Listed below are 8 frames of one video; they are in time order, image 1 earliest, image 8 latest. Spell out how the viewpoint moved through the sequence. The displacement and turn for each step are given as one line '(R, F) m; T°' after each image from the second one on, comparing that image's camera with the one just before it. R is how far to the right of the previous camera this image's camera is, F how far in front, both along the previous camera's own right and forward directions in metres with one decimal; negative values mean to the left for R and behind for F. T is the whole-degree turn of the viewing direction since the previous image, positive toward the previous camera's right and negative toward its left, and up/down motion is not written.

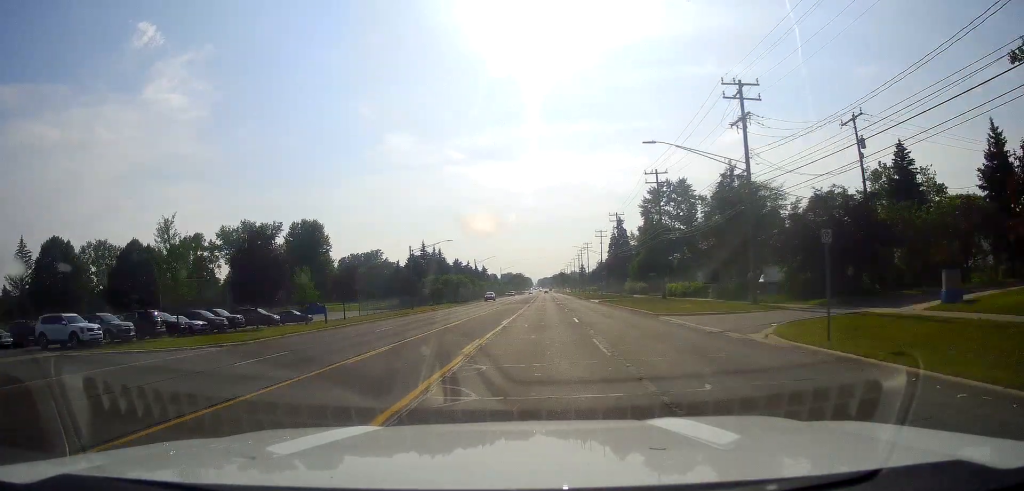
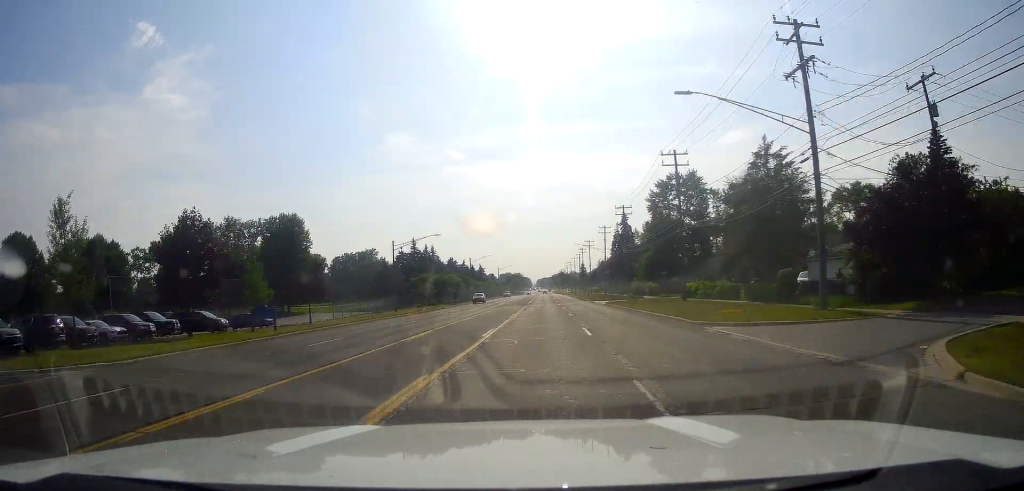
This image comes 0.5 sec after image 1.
(+0.2, +8.9) m; 0°
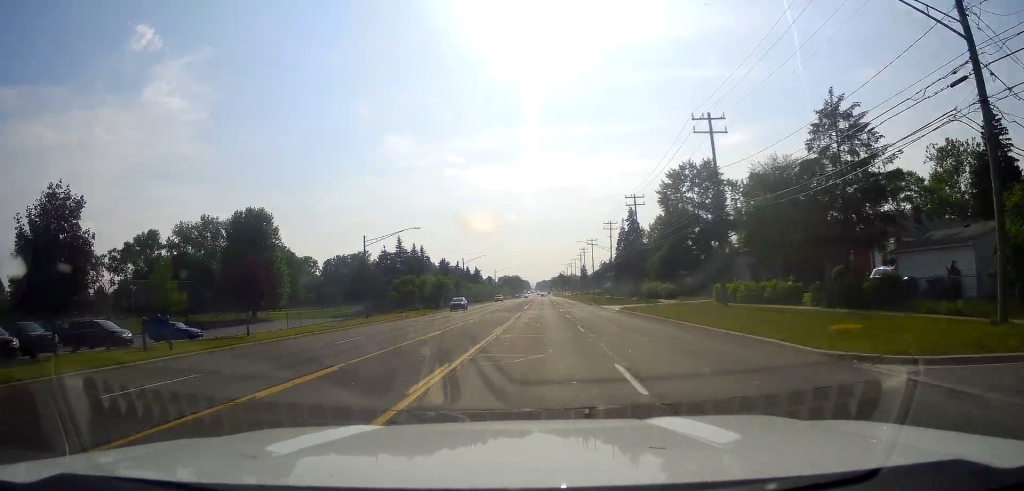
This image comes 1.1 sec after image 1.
(0.0, +11.6) m; 0°
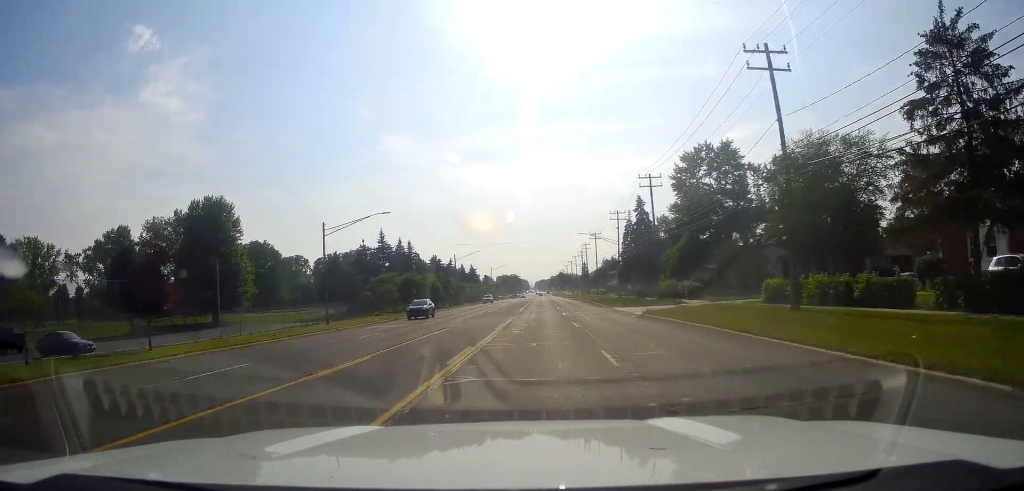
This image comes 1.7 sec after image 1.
(-0.2, +11.7) m; -1°
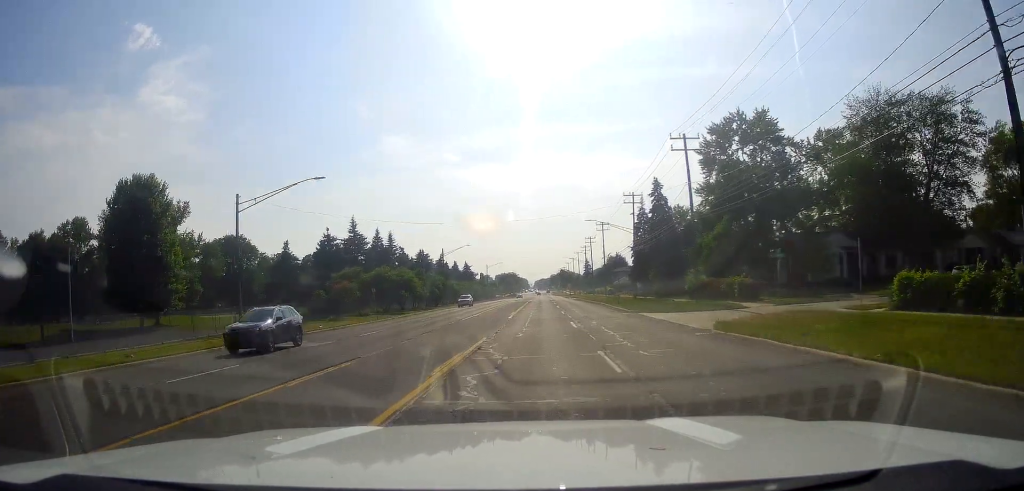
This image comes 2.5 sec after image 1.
(-0.1, +15.8) m; 0°
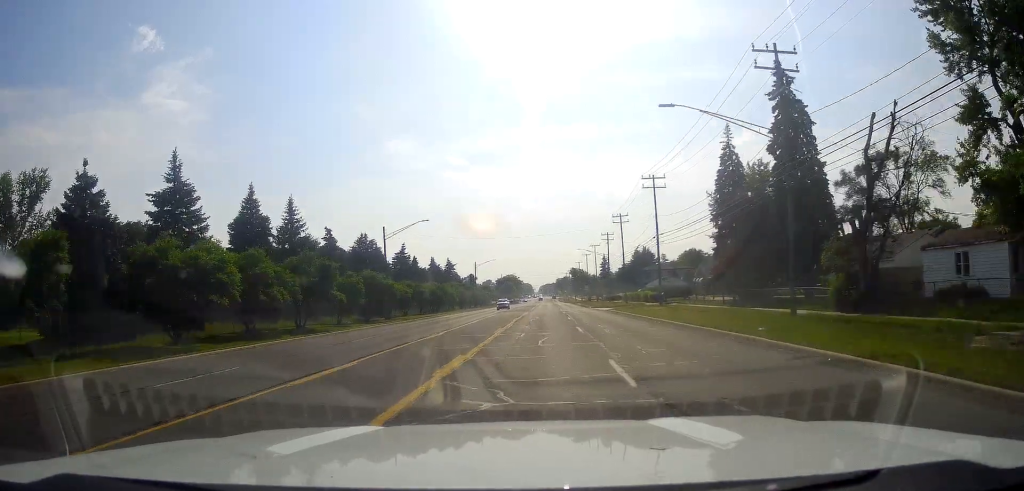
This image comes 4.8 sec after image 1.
(+1.1, +46.8) m; +3°
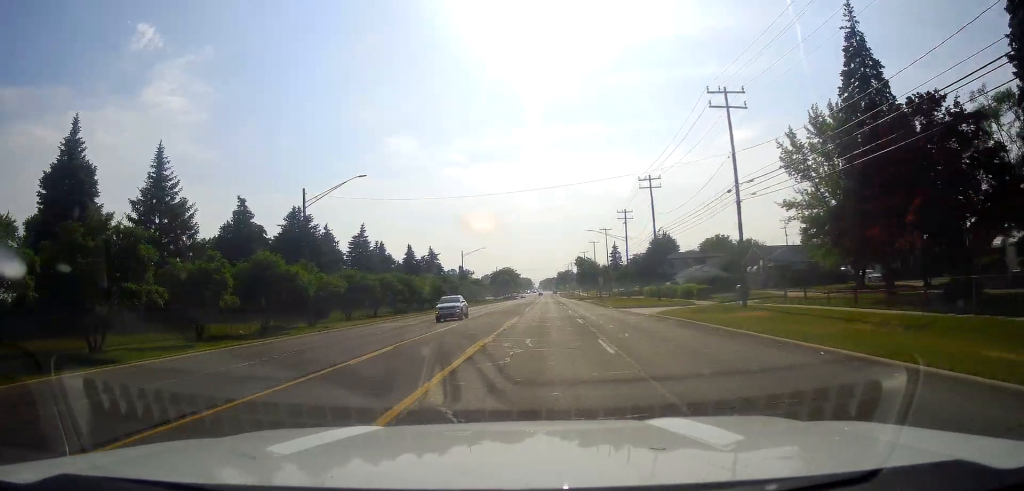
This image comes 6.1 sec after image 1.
(-0.3, +25.2) m; -2°
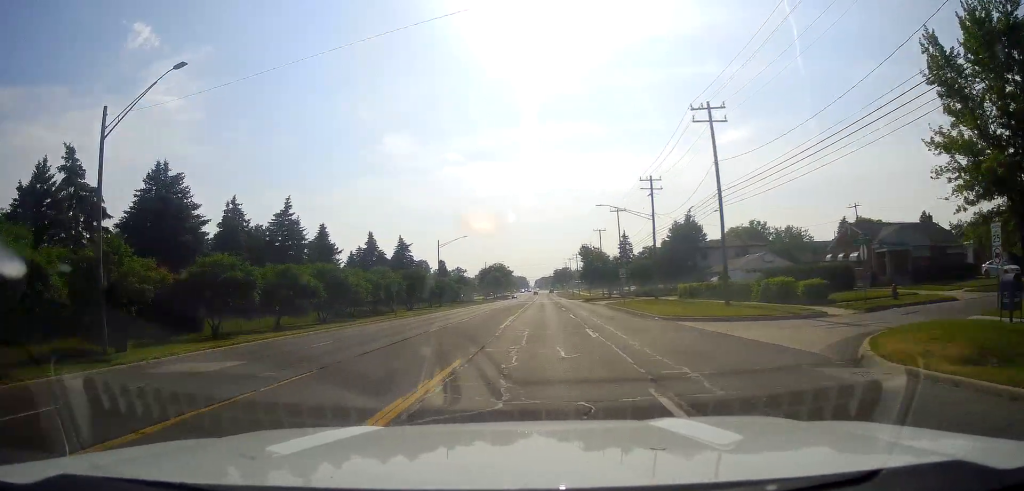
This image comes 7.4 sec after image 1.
(-0.5, +25.1) m; 0°
